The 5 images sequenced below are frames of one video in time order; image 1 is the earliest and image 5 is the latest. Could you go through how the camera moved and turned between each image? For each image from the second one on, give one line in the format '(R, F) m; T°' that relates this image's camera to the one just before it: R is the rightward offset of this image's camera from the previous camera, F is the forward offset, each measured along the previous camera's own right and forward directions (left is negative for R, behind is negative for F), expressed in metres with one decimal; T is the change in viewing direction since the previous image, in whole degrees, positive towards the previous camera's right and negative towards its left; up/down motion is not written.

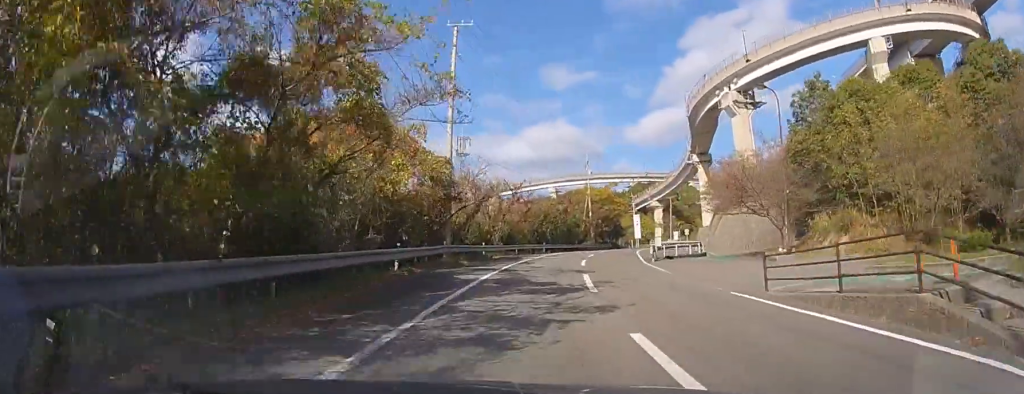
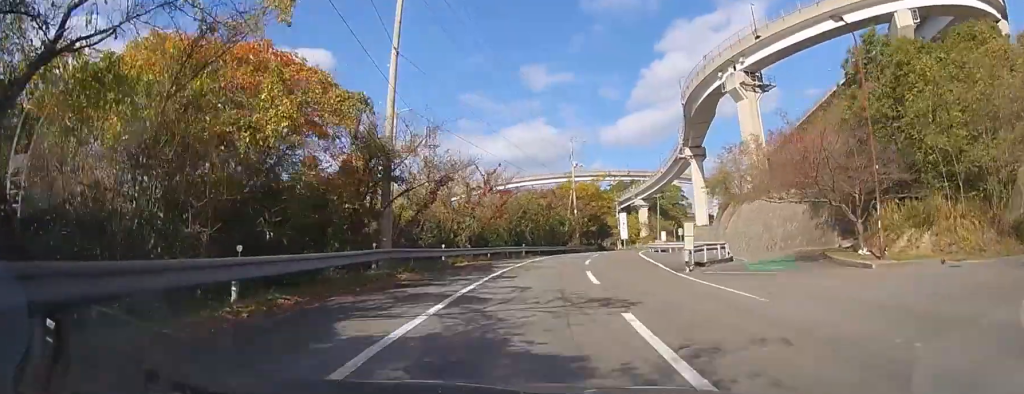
(+0.2, +8.7) m; +1°
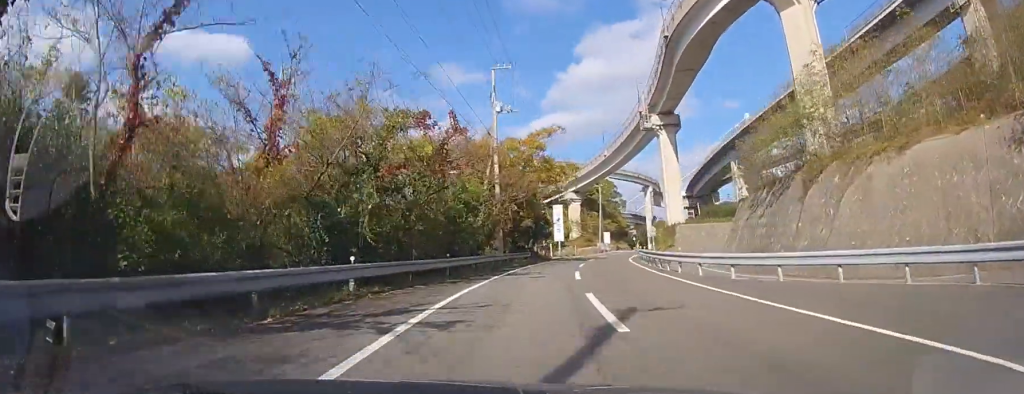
(0.0, +26.5) m; 0°
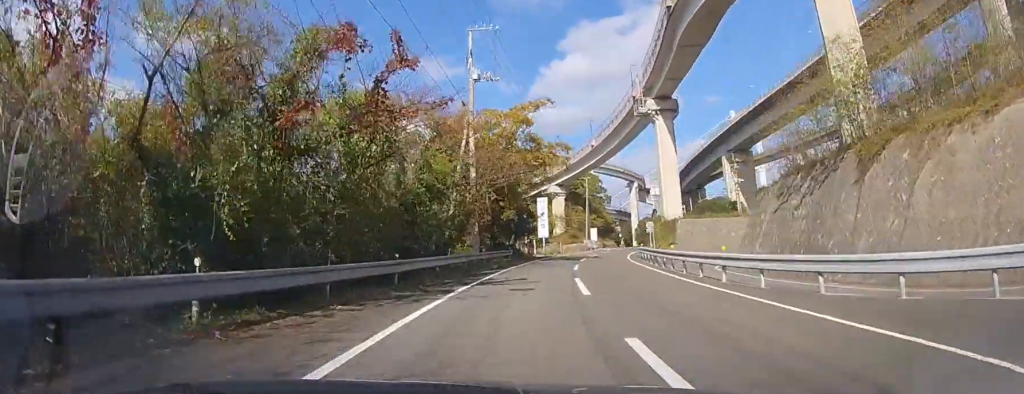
(0.0, +5.9) m; 0°
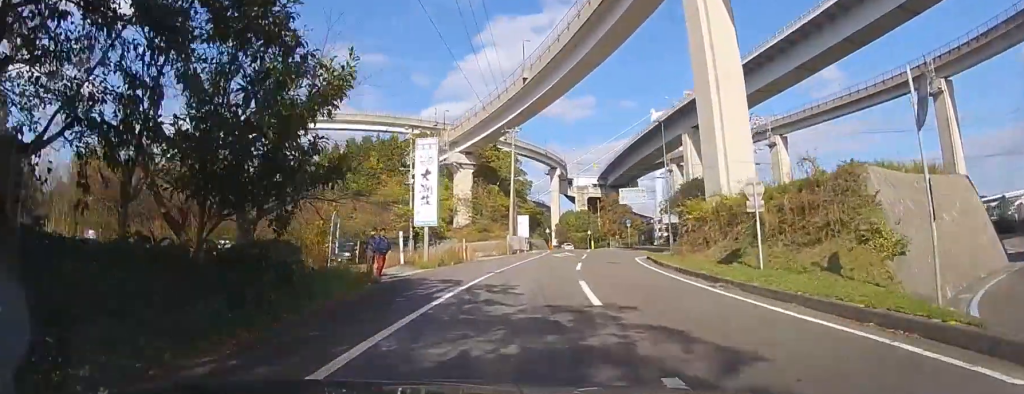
(+3.4, +30.5) m; +16°
